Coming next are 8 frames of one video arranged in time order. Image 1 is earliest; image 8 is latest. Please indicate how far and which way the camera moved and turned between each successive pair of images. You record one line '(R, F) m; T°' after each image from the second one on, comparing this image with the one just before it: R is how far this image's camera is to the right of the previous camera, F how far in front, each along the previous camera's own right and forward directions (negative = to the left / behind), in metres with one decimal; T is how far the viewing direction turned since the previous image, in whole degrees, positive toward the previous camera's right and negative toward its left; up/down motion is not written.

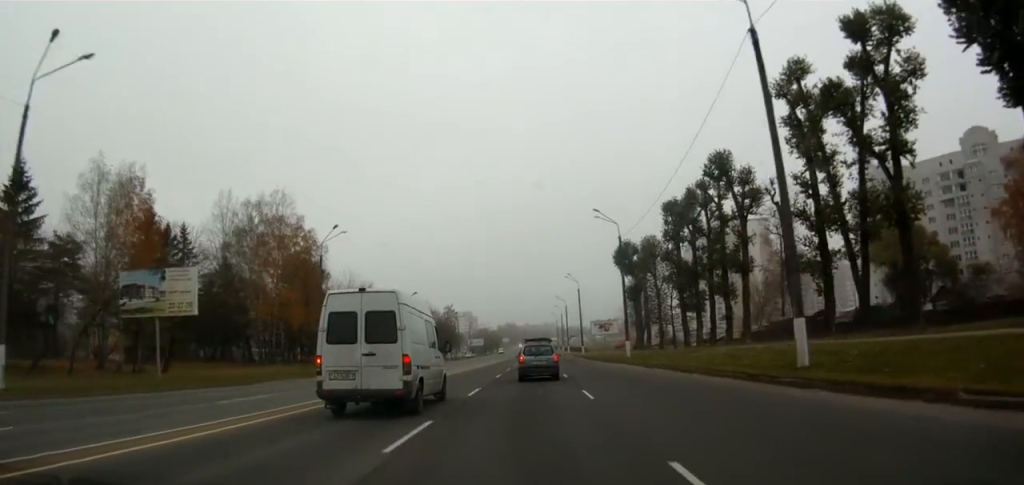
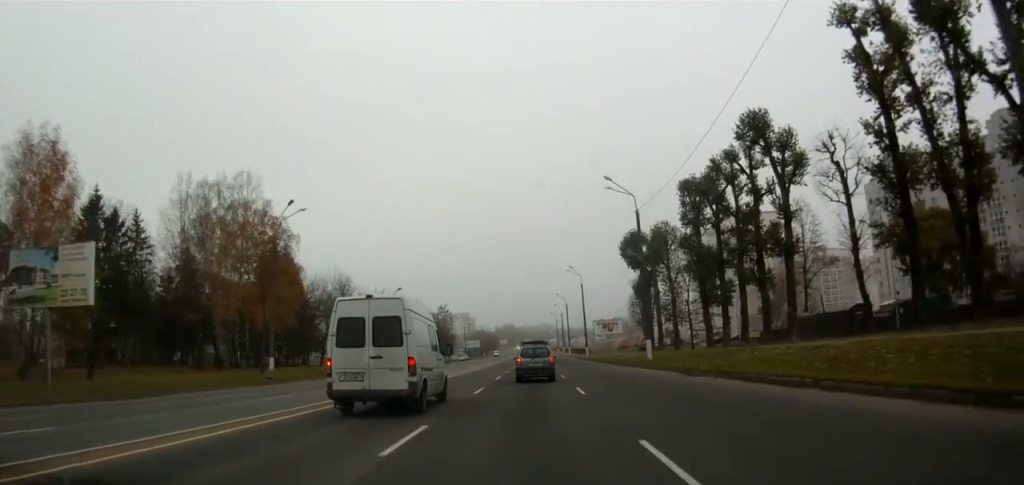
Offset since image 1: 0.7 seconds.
(+0.1, +10.1) m; +1°
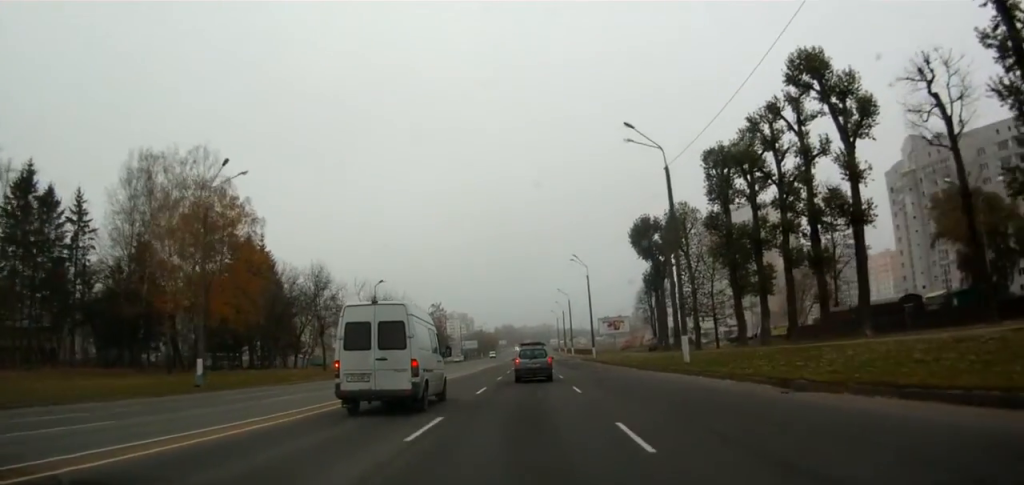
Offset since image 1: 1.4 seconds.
(+0.3, +10.8) m; 0°
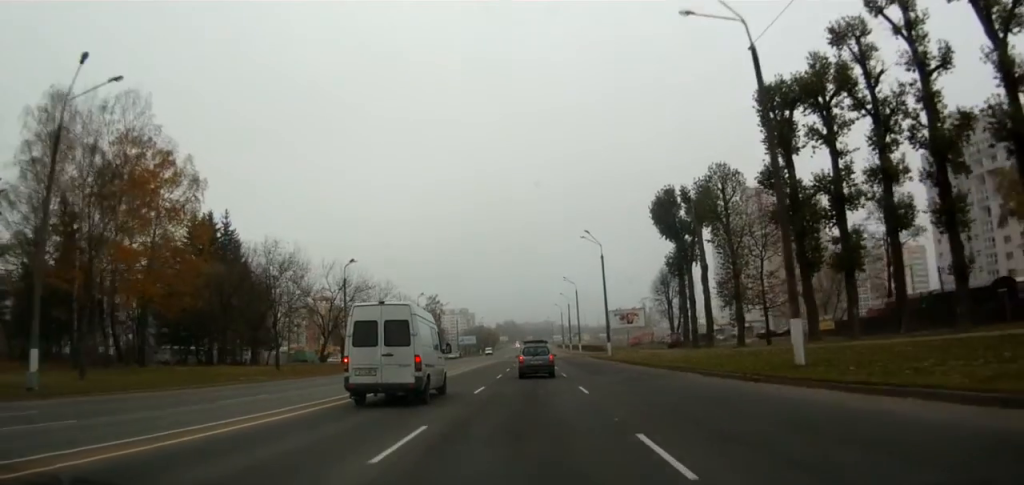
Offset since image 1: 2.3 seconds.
(-0.4, +13.4) m; -2°
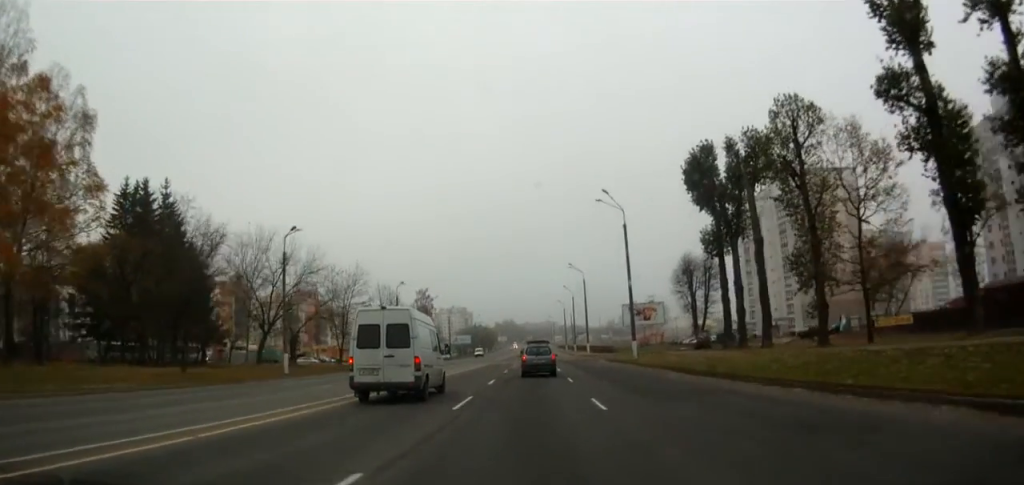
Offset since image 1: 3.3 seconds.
(0.0, +16.1) m; 0°
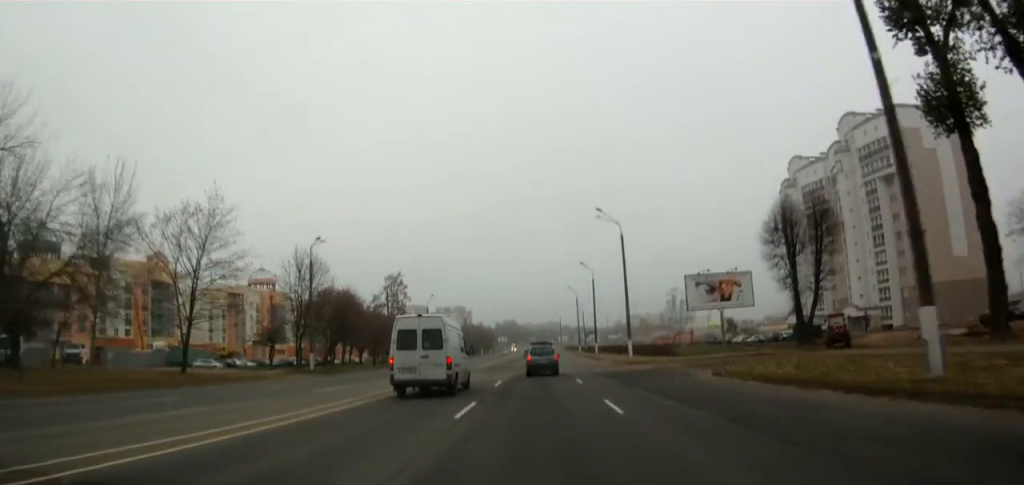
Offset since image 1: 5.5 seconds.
(-0.1, +35.7) m; 0°
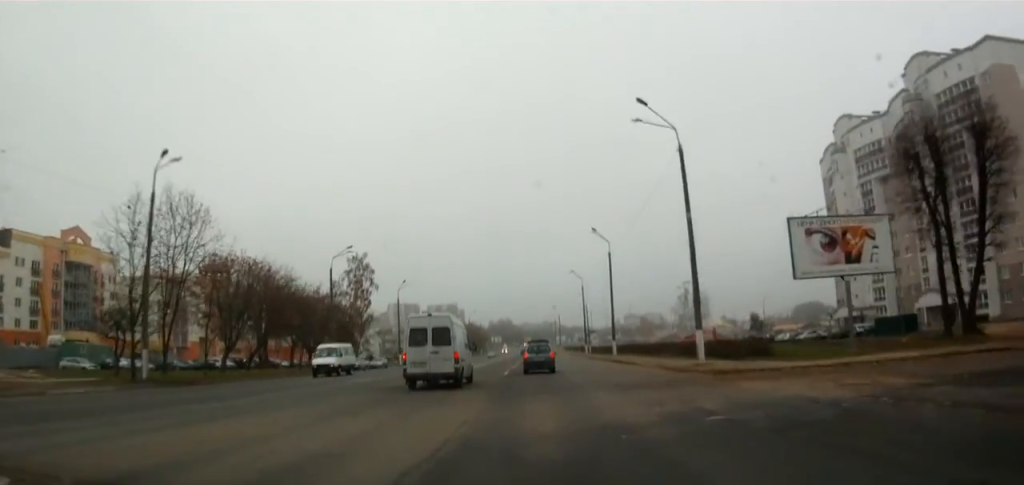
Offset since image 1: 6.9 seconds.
(+0.5, +23.2) m; +1°
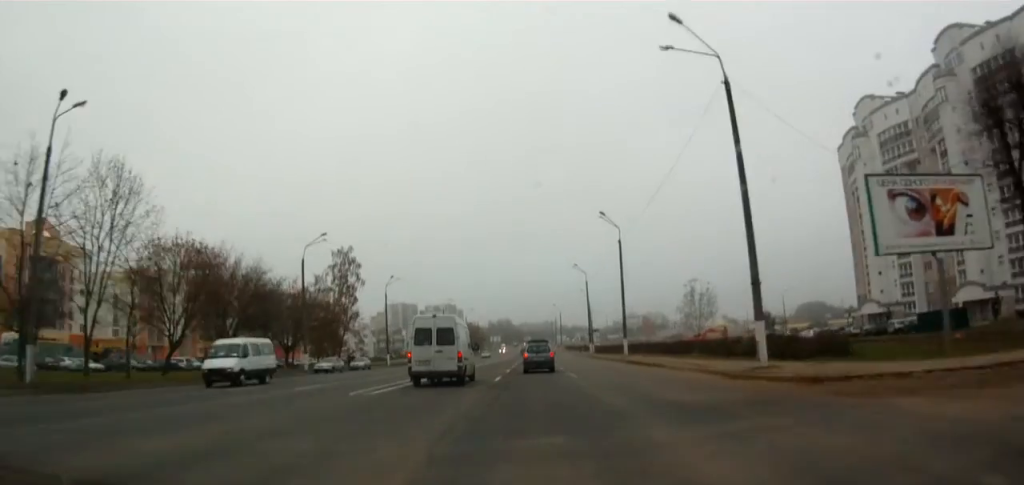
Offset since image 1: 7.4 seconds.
(+0.2, +8.3) m; 0°
